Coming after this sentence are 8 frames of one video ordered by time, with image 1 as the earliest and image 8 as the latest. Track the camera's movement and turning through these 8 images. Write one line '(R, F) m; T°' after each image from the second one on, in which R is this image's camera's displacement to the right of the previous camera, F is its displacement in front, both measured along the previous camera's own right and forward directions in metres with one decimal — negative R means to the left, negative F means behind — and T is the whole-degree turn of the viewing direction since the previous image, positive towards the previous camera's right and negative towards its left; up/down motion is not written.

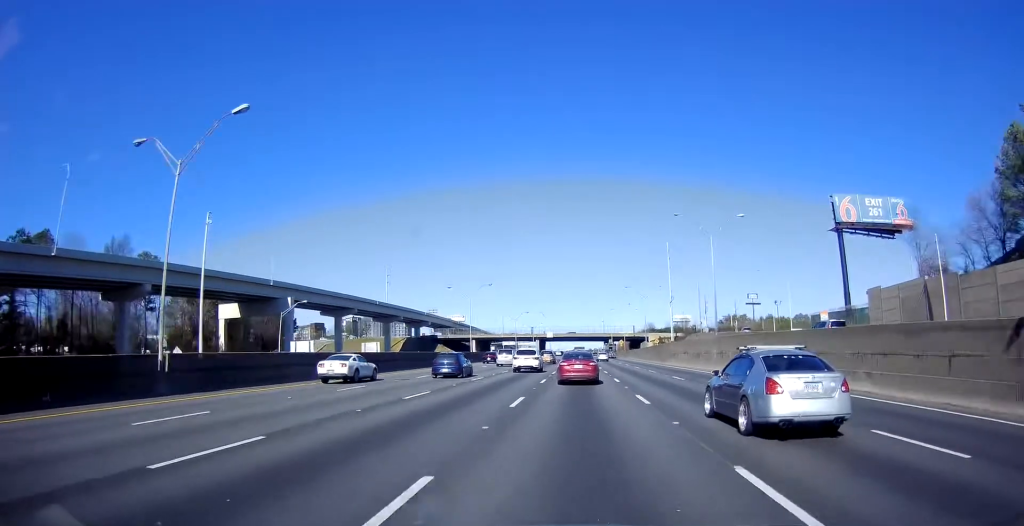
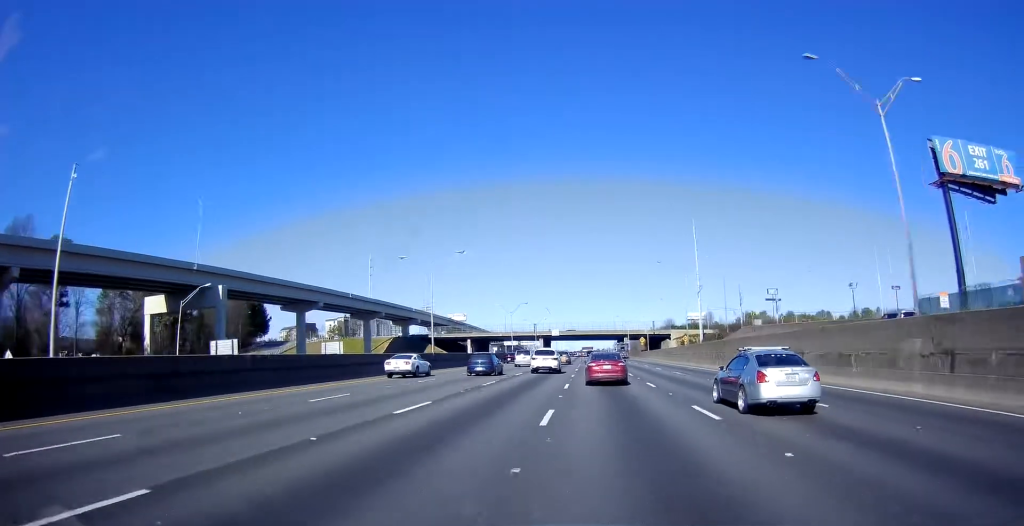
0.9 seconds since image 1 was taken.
(-0.4, +27.9) m; -2°
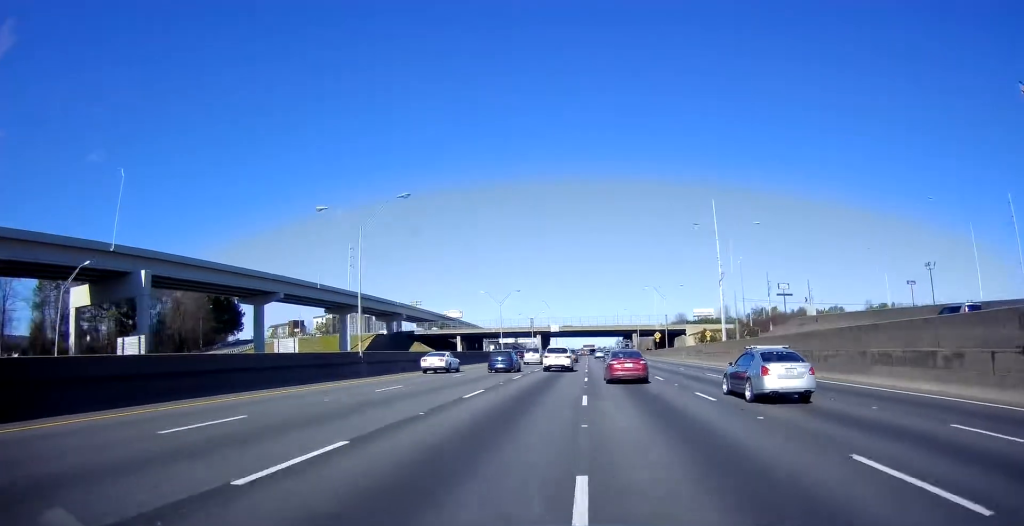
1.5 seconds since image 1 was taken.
(-1.0, +19.6) m; -2°
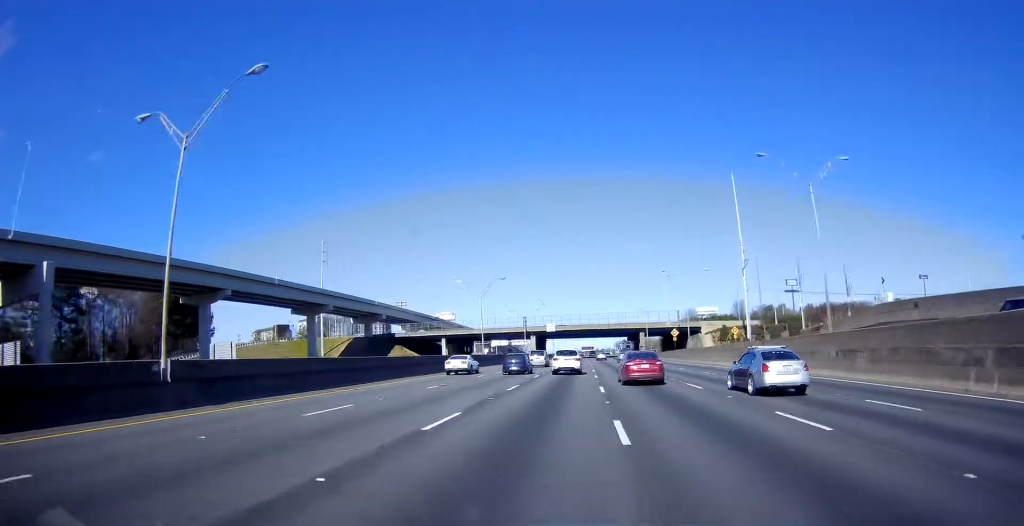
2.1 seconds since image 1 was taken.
(+0.5, +18.4) m; +1°
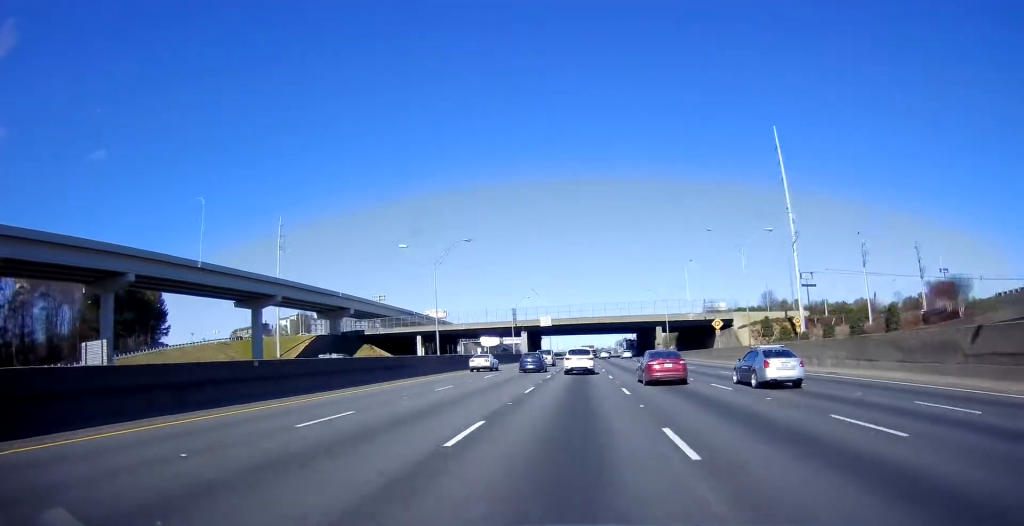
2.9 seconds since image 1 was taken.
(+0.4, +25.0) m; +1°
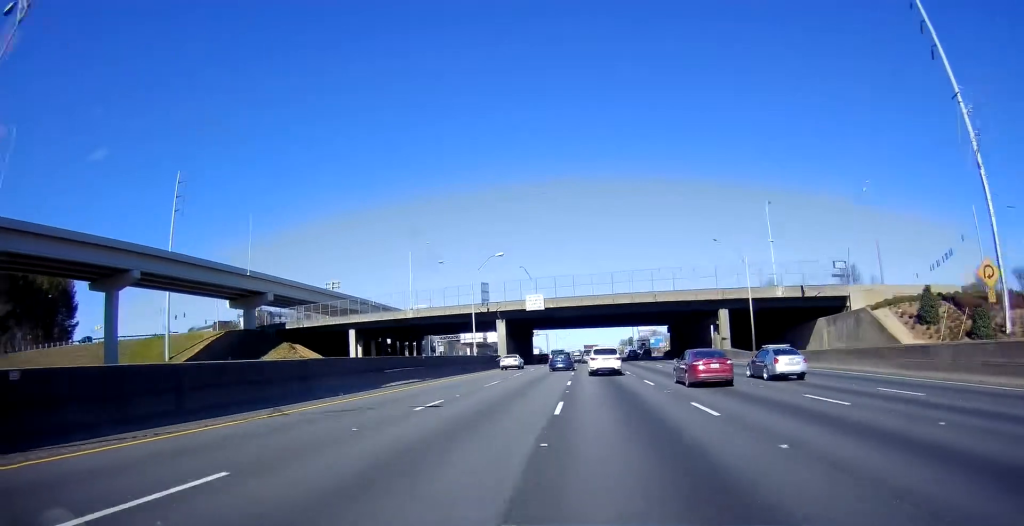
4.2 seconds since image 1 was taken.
(-0.1, +42.7) m; -1°
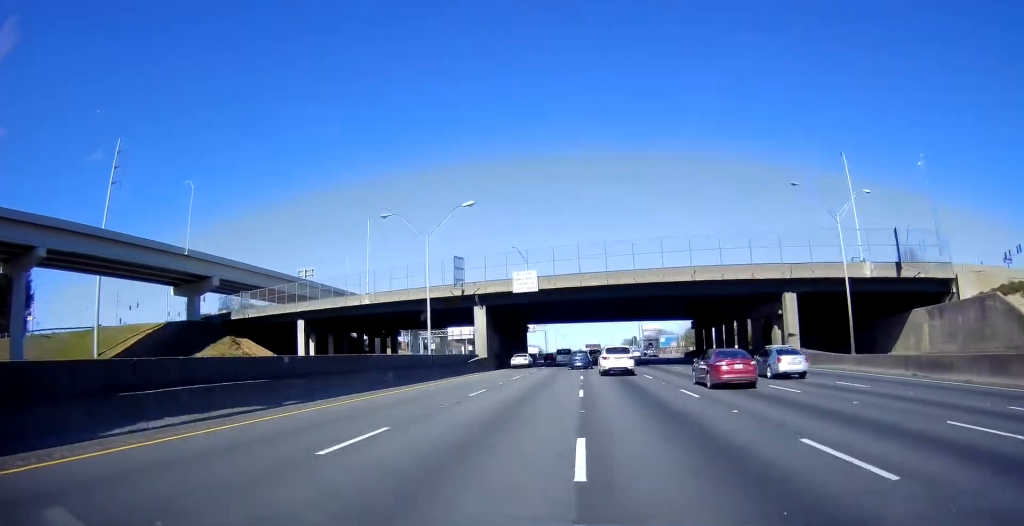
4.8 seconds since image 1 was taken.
(-0.1, +18.9) m; 0°
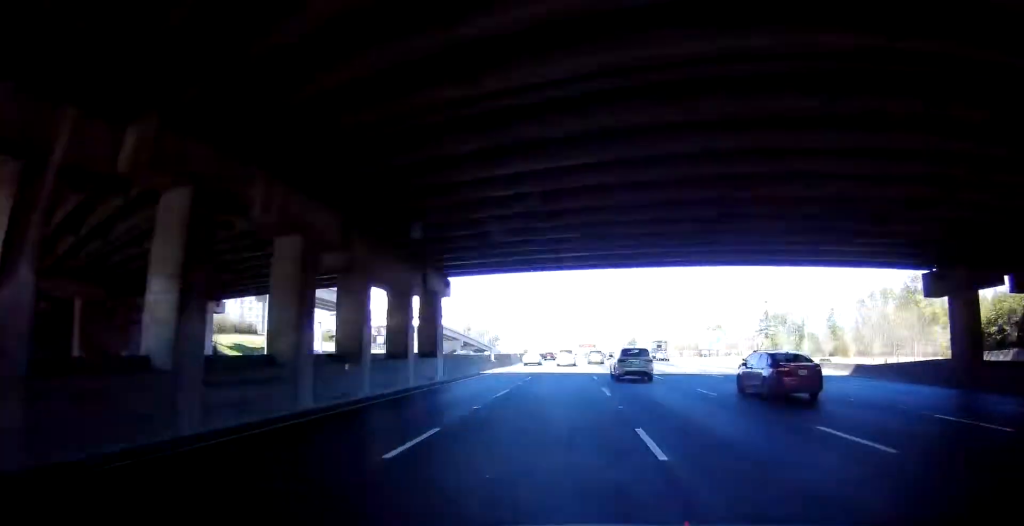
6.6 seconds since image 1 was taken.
(+0.3, +58.7) m; 0°
